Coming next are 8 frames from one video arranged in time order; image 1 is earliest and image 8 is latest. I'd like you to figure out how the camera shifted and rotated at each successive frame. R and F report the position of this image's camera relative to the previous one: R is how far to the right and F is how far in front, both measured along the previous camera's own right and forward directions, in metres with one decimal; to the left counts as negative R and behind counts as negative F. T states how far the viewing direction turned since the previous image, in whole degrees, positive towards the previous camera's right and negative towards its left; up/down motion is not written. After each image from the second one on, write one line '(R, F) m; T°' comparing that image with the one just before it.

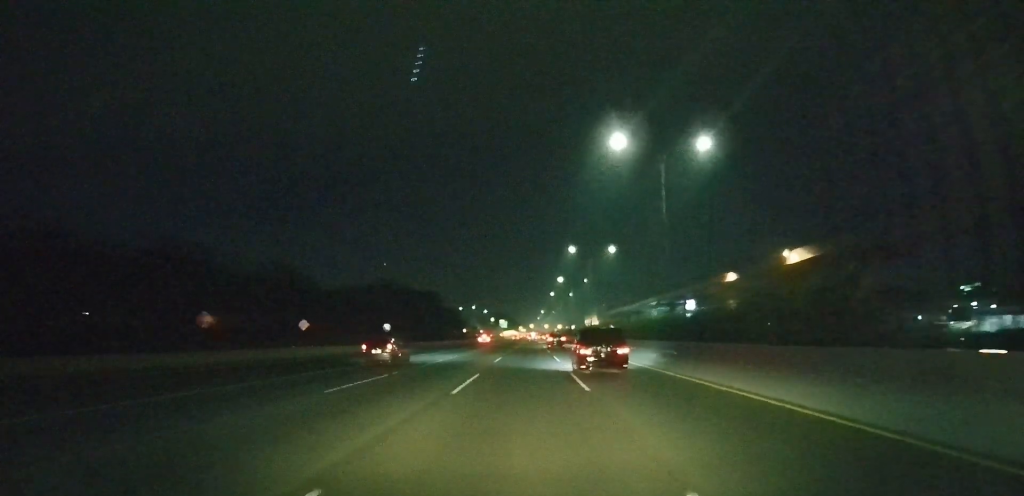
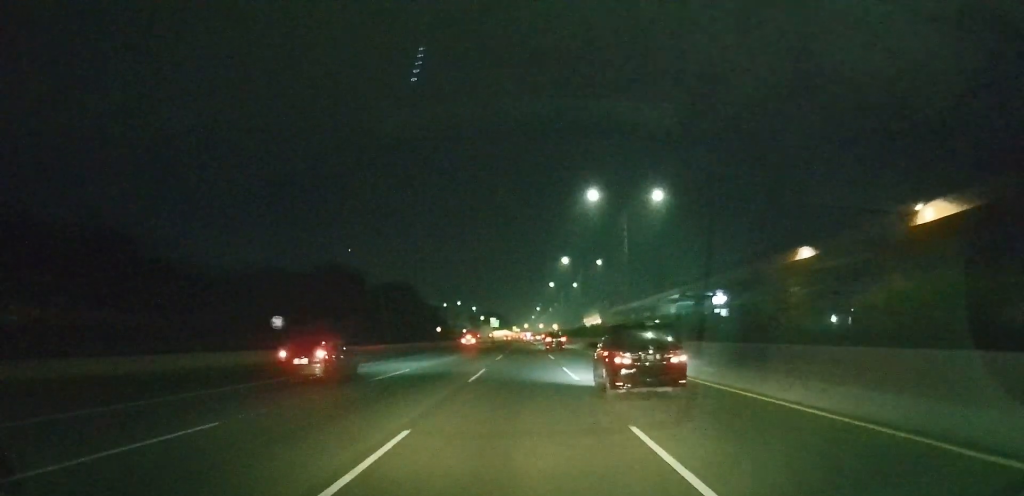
(+0.2, +32.7) m; +1°
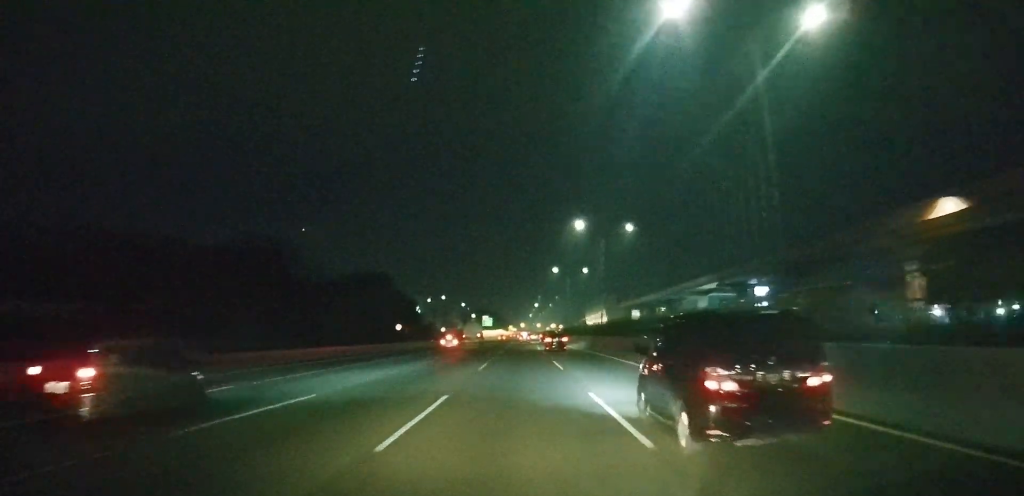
(+0.1, +28.9) m; 0°
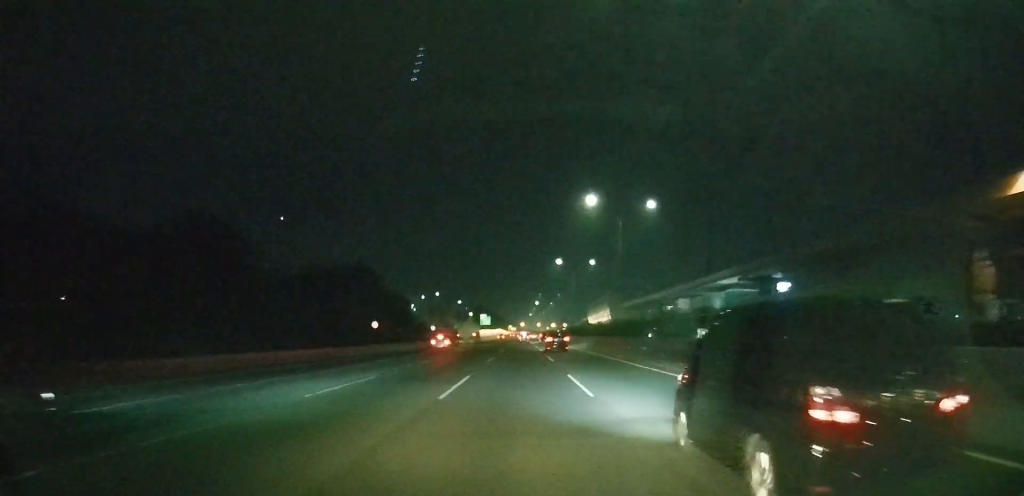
(0.0, +10.2) m; 0°
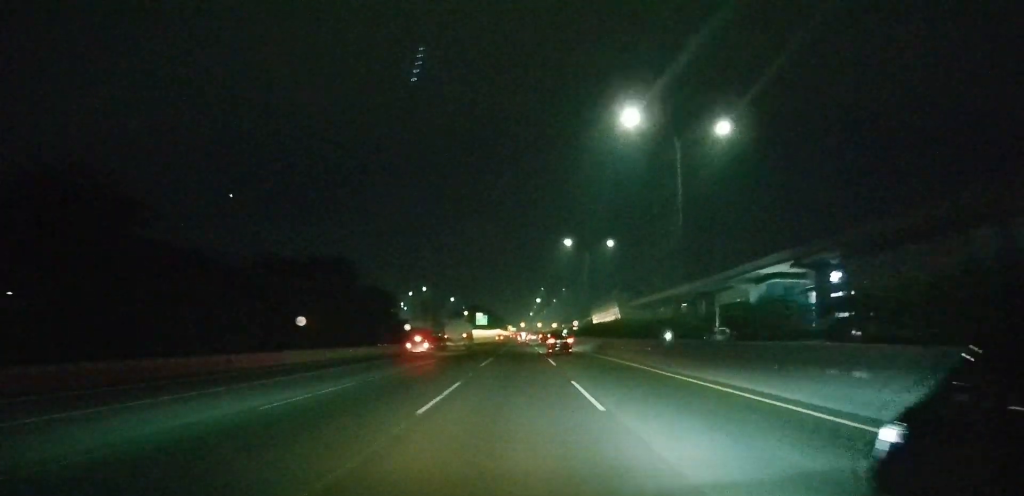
(0.0, +18.8) m; 0°
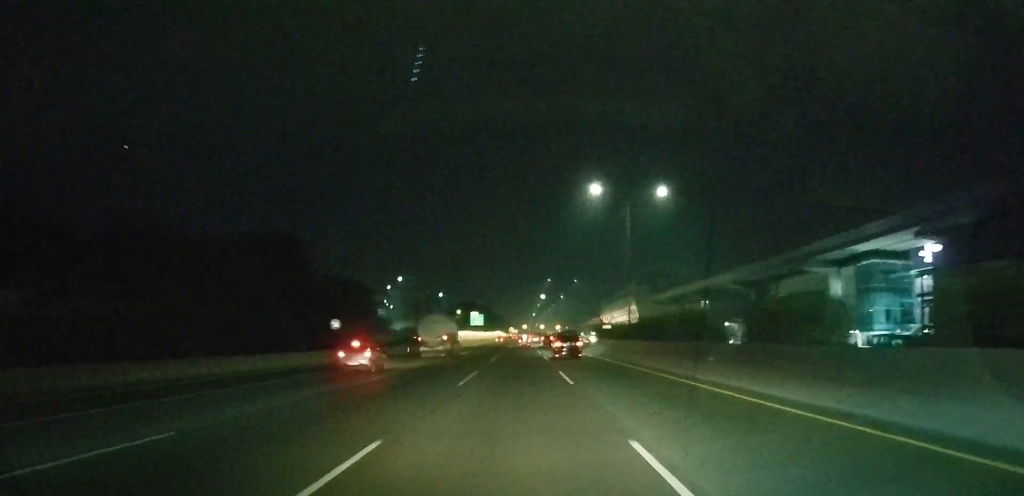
(0.0, +28.6) m; 0°
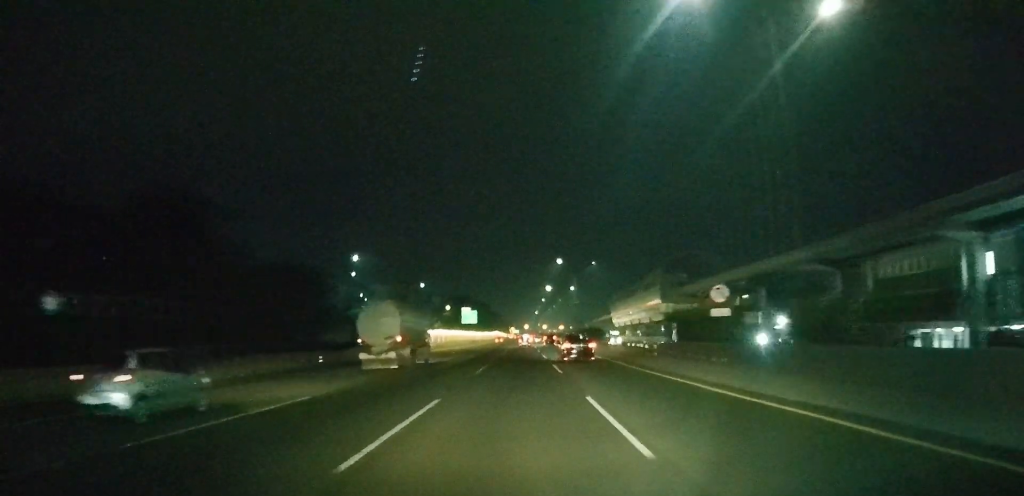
(0.0, +31.1) m; 0°
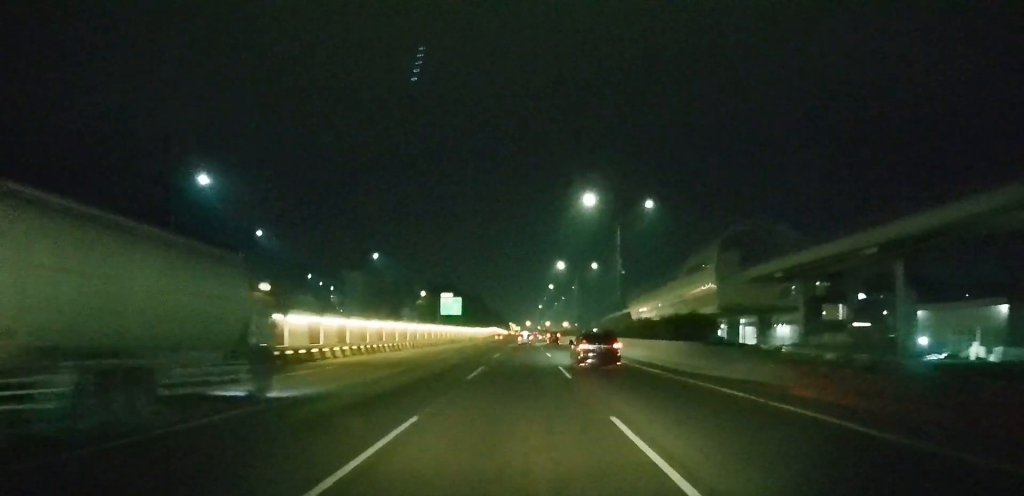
(-0.1, +42.2) m; 0°
